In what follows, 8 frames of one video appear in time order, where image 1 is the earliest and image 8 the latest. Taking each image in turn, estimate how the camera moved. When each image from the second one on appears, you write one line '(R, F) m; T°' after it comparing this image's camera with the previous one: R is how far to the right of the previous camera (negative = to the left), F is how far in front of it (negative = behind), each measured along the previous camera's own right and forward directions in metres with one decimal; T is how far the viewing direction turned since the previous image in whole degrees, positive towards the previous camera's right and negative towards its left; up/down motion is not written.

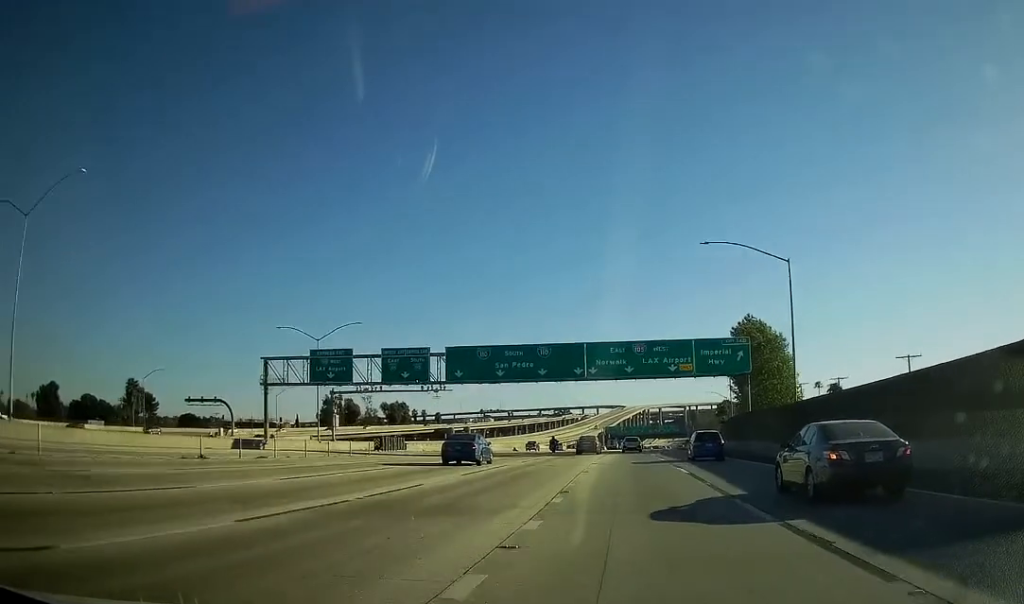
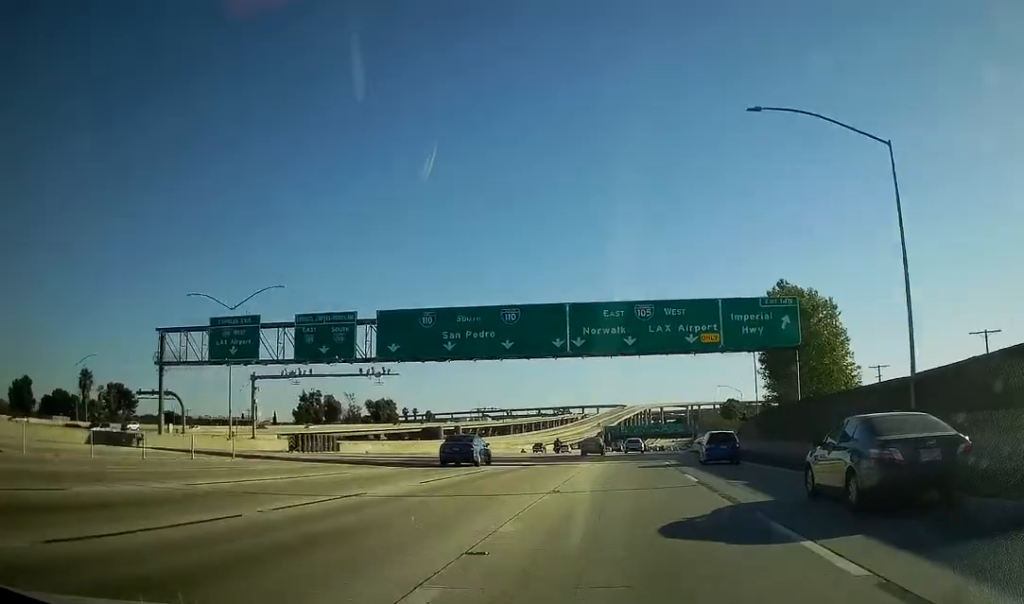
(+0.5, +18.3) m; 0°
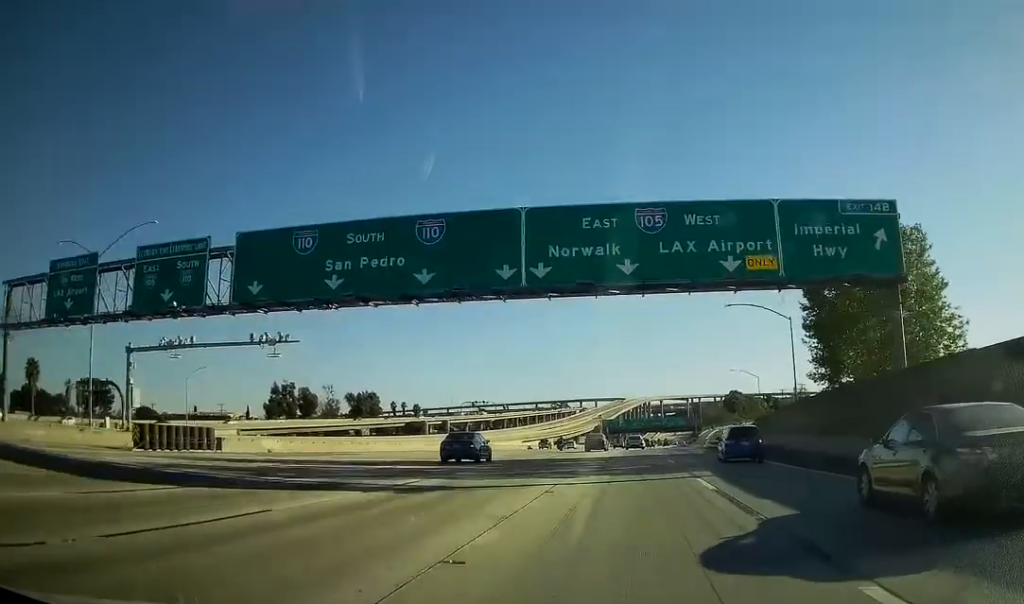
(-0.5, +19.1) m; -1°
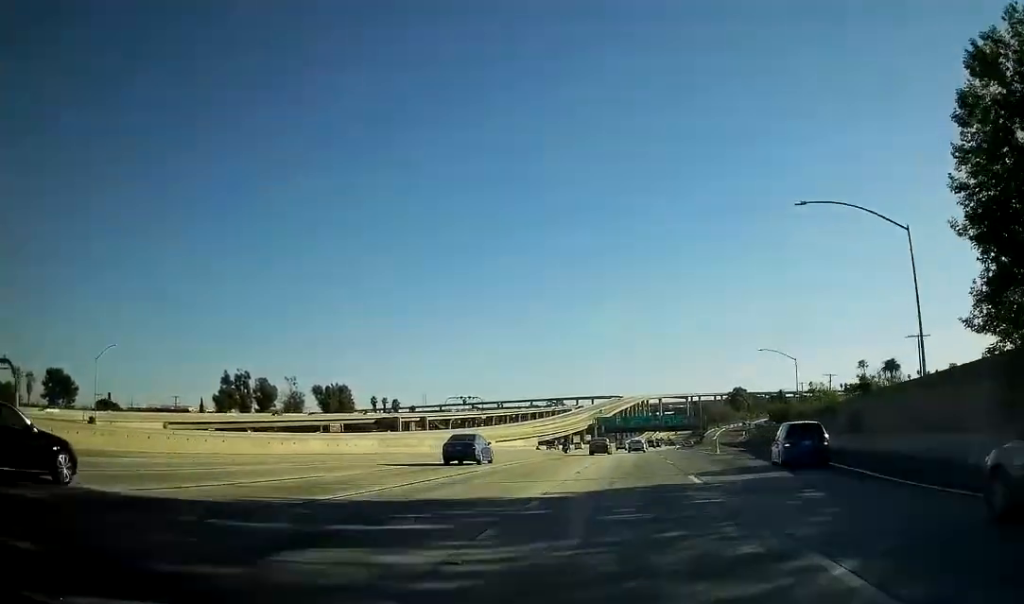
(-0.2, +27.2) m; +1°
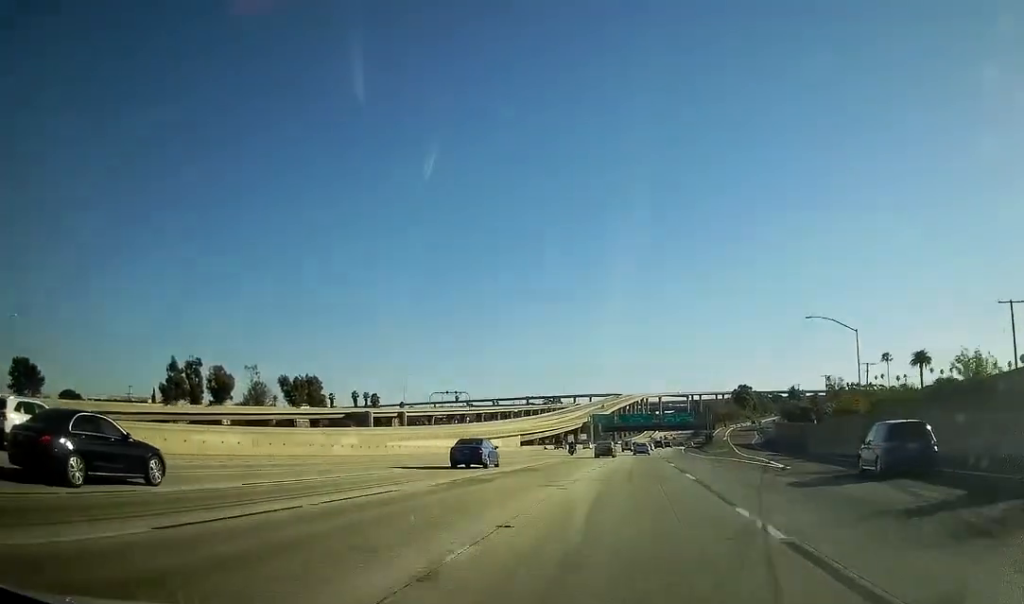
(+0.4, +24.3) m; 0°
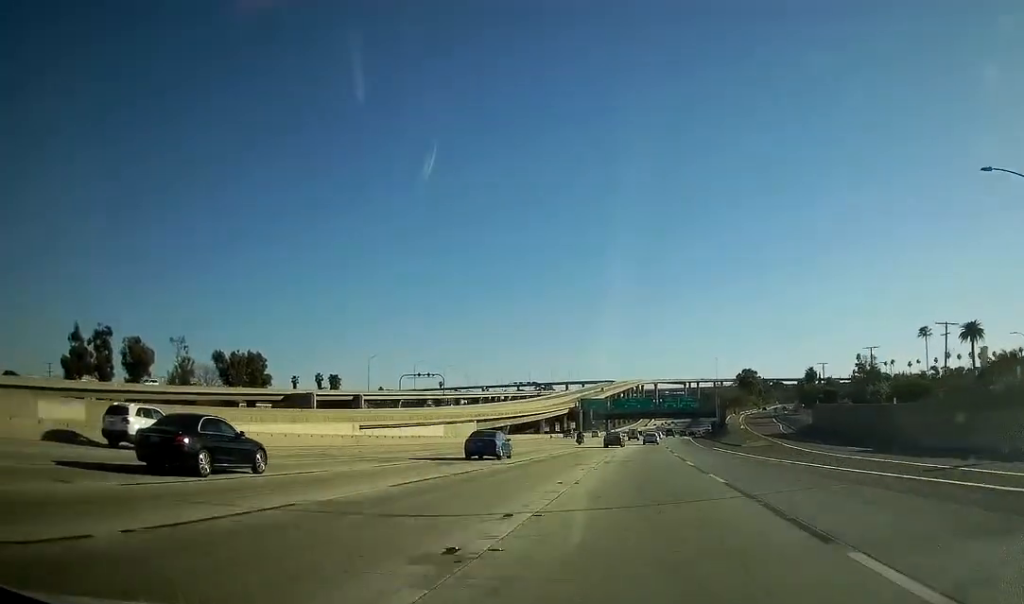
(-0.3, +33.8) m; 0°
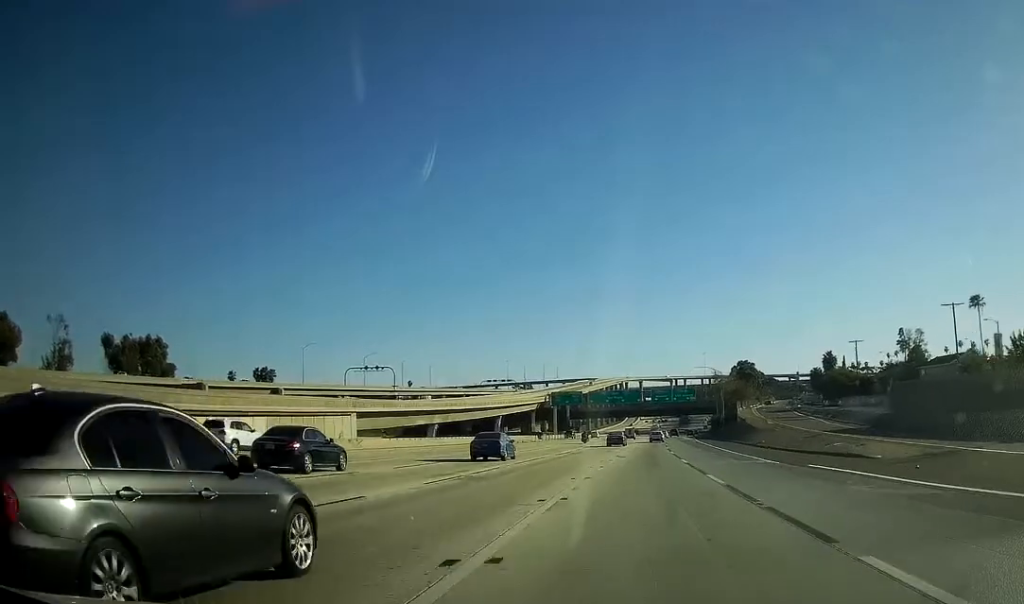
(+0.9, +39.1) m; +2°
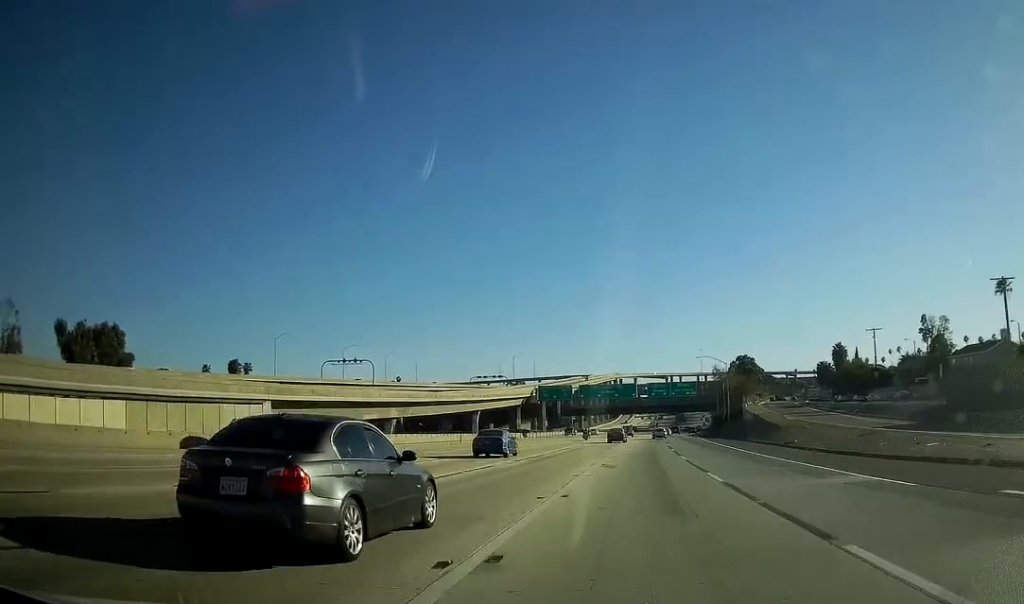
(-0.1, +14.6) m; 0°
